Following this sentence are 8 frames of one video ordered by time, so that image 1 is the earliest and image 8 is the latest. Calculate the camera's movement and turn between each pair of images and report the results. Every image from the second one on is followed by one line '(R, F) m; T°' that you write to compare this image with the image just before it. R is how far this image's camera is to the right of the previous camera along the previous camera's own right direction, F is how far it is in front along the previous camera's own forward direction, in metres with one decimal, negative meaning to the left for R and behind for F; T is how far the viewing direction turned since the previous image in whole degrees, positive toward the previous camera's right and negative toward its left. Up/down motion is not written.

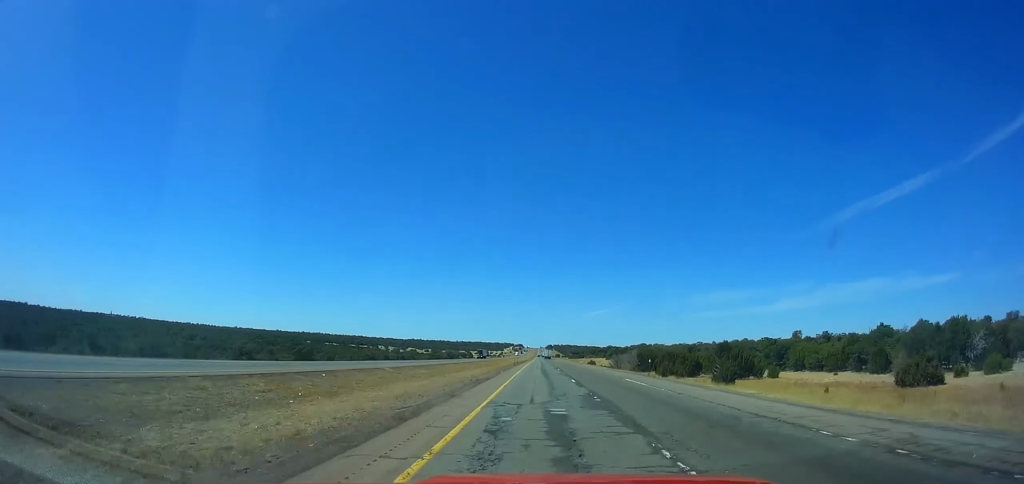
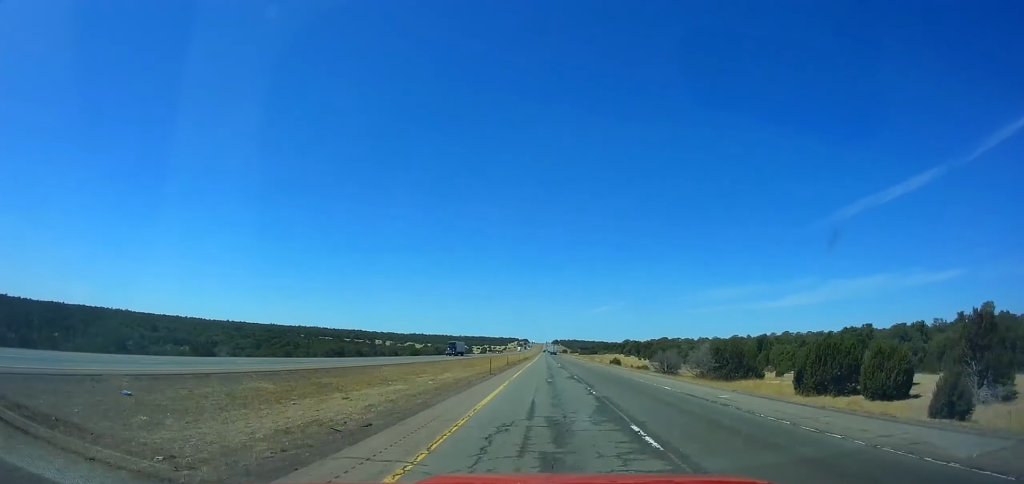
(0.0, +46.7) m; 0°
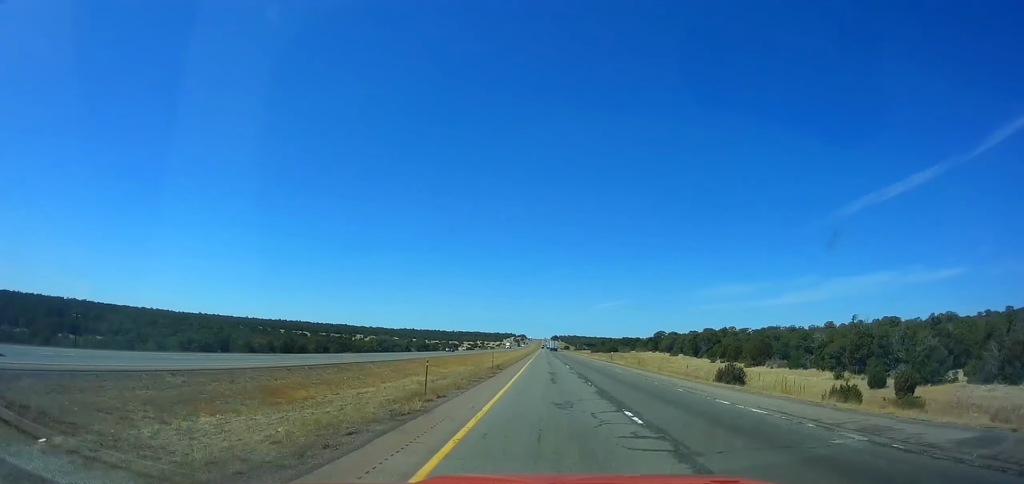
(+0.1, +82.5) m; 0°
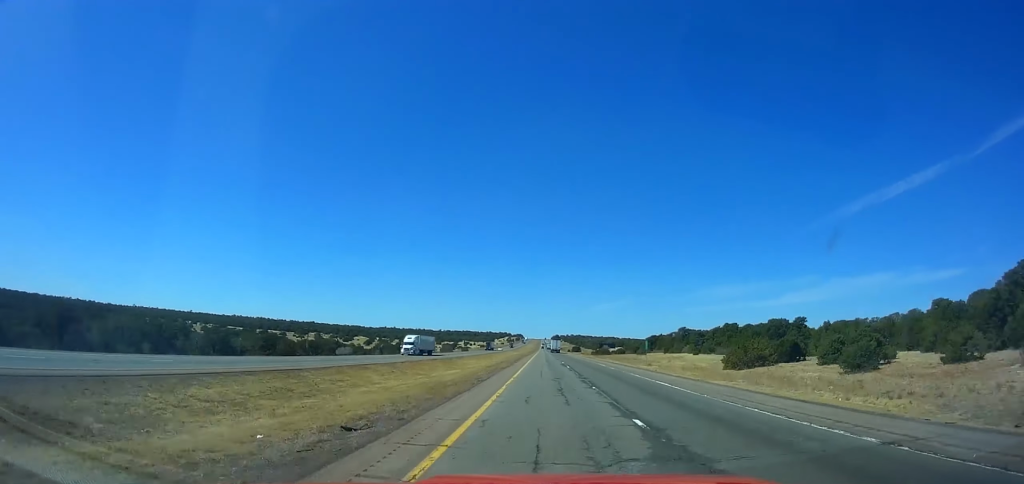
(+0.1, +161.3) m; 0°
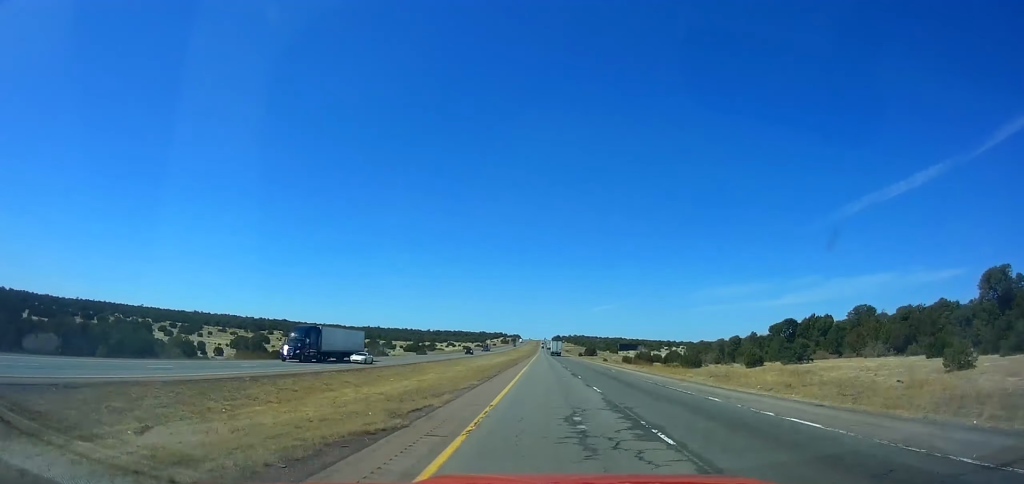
(-0.1, +110.8) m; 0°
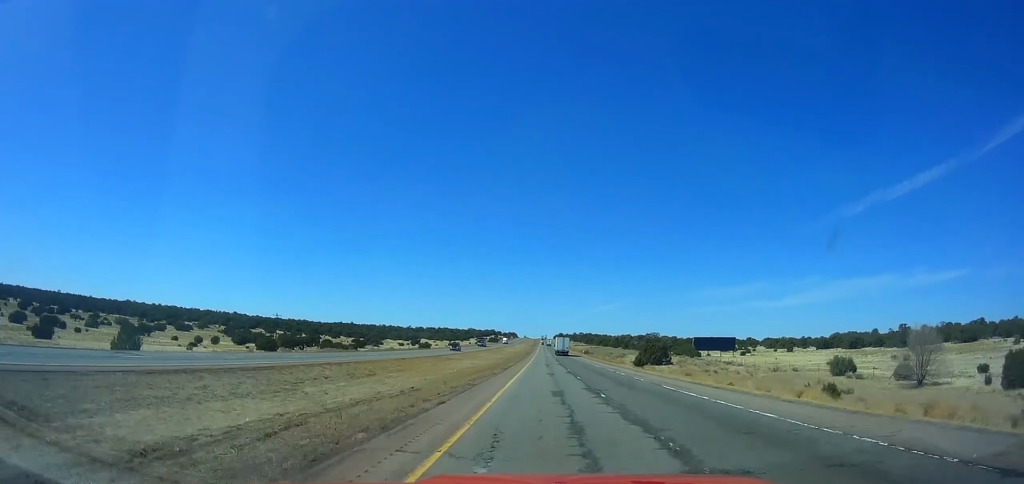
(+0.1, +149.6) m; 0°
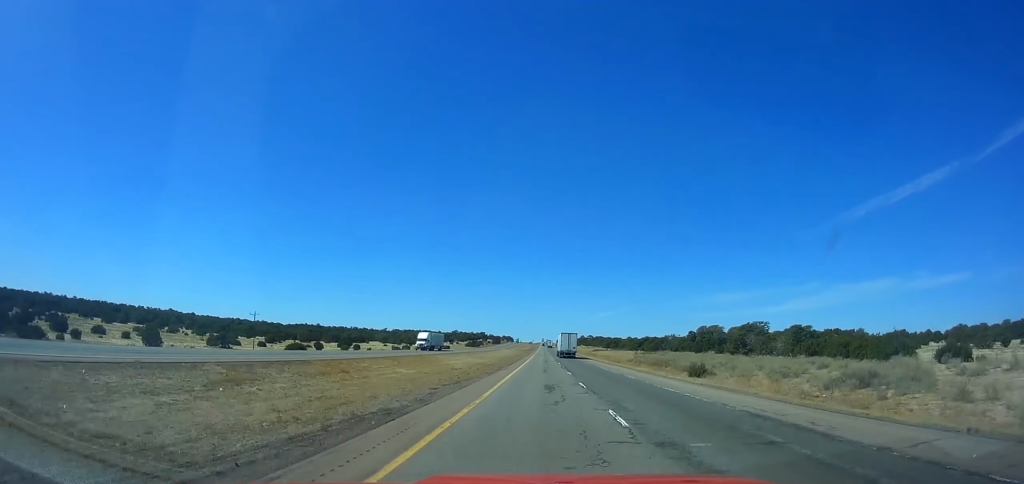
(+0.5, +141.9) m; 0°
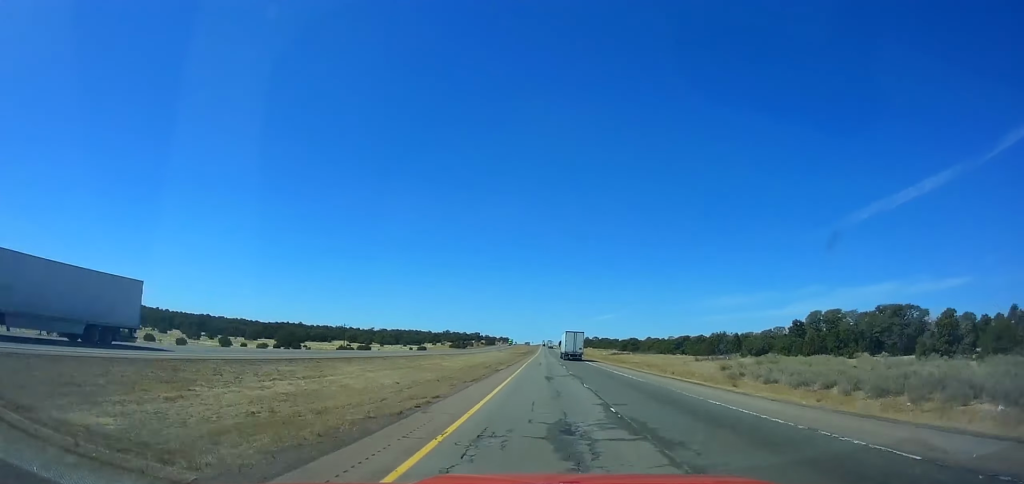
(-0.3, +60.1) m; 0°
